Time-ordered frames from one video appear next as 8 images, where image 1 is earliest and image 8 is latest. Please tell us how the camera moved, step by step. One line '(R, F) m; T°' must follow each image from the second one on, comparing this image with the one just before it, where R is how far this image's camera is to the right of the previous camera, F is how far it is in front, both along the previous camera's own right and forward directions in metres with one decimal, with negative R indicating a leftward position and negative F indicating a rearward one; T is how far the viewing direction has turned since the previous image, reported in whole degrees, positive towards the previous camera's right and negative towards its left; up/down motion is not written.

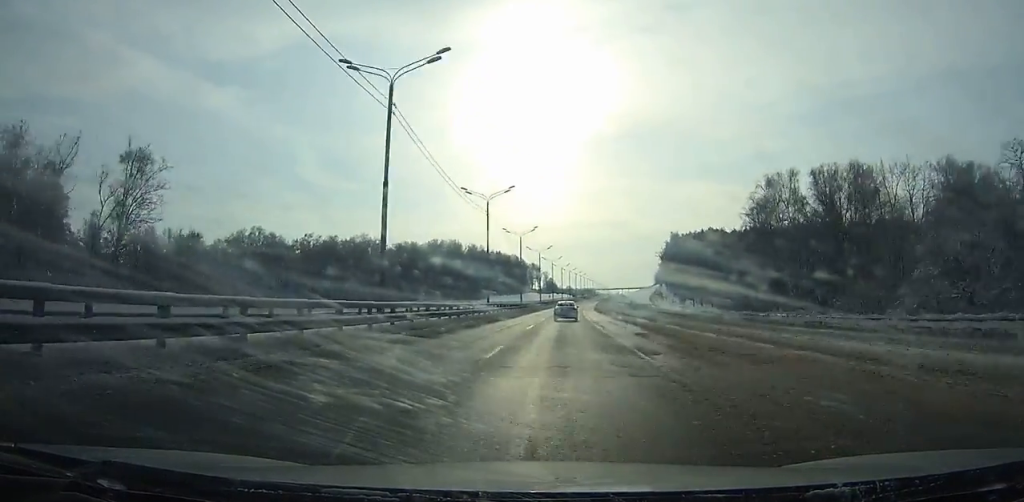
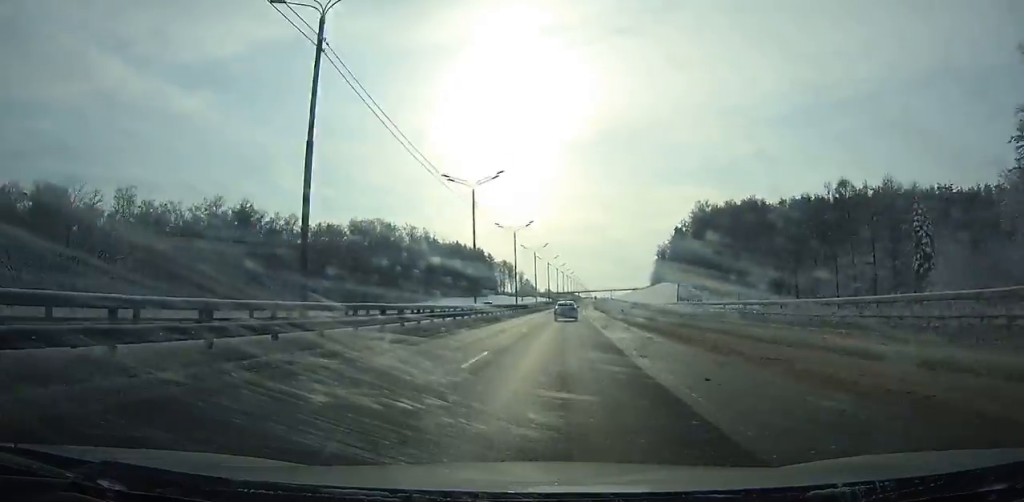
(+1.4, +81.8) m; +2°
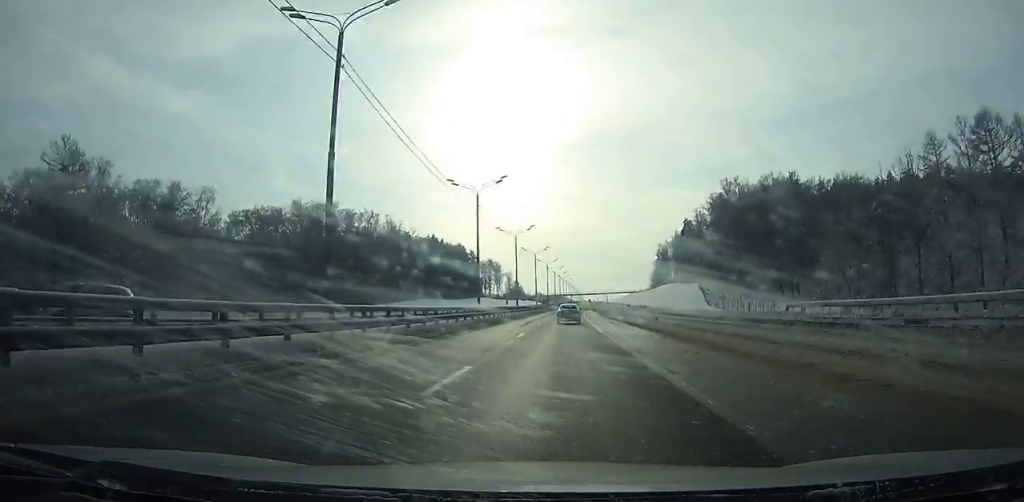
(+0.2, +33.7) m; +1°
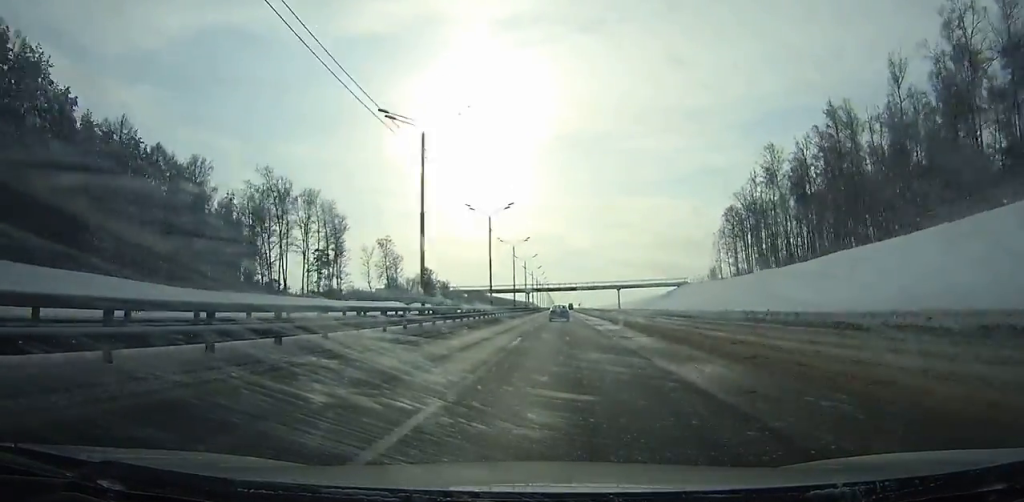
(+7.9, +246.0) m; +2°
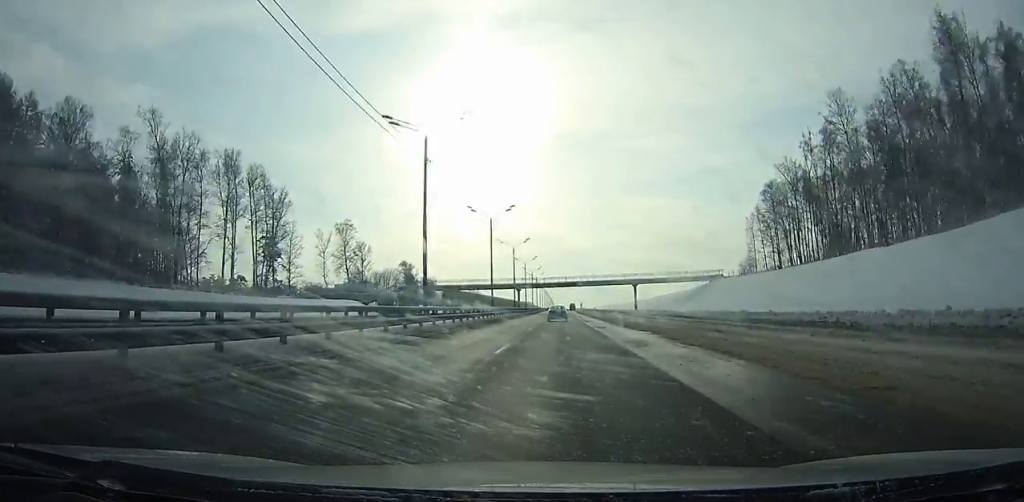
(0.0, +35.9) m; 0°
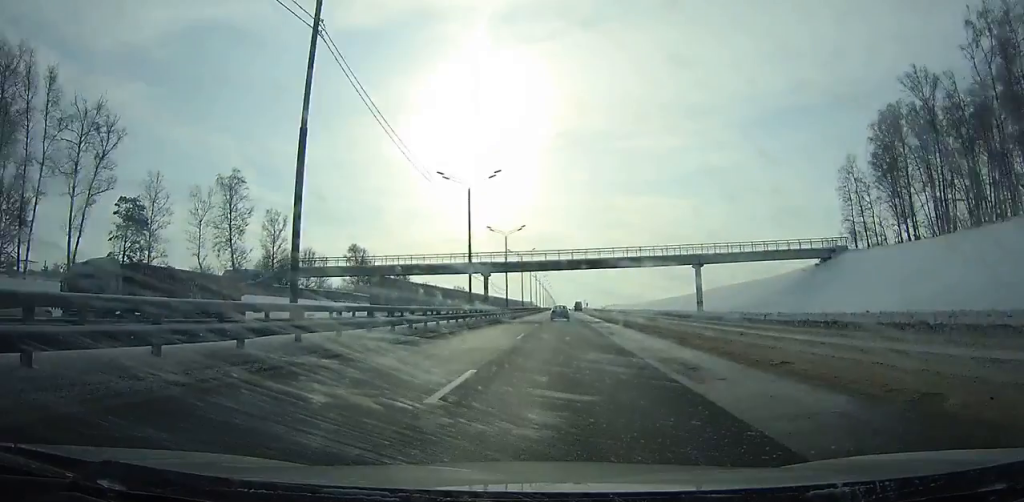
(-0.1, +55.2) m; 0°
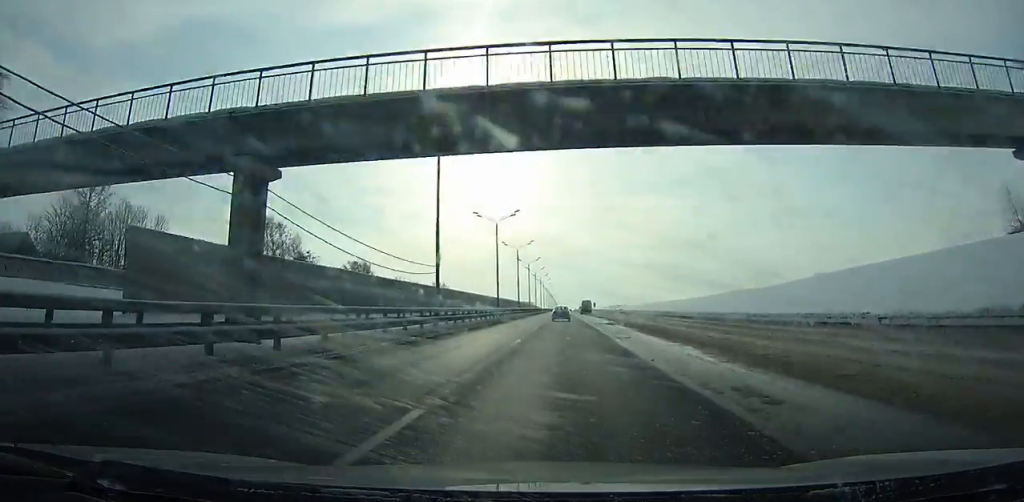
(-0.2, +53.3) m; 0°
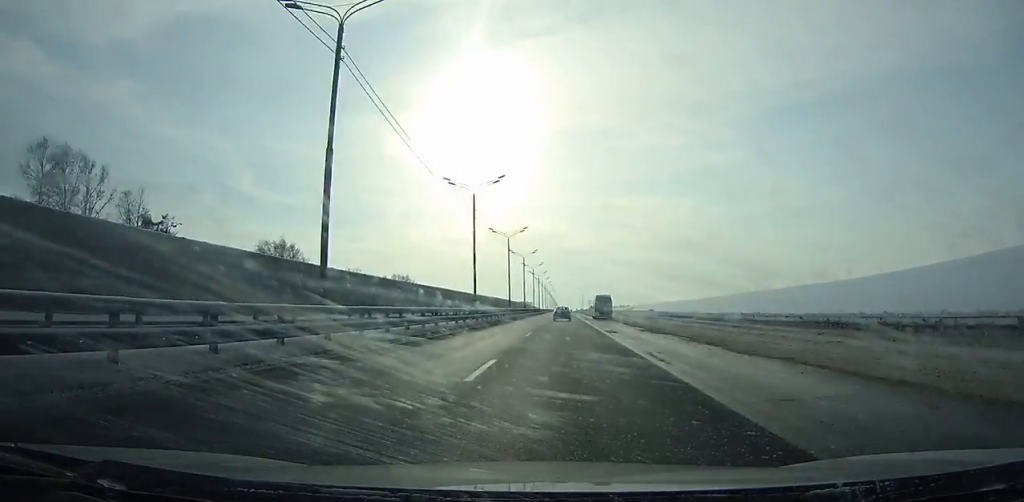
(-0.1, +56.1) m; 0°
